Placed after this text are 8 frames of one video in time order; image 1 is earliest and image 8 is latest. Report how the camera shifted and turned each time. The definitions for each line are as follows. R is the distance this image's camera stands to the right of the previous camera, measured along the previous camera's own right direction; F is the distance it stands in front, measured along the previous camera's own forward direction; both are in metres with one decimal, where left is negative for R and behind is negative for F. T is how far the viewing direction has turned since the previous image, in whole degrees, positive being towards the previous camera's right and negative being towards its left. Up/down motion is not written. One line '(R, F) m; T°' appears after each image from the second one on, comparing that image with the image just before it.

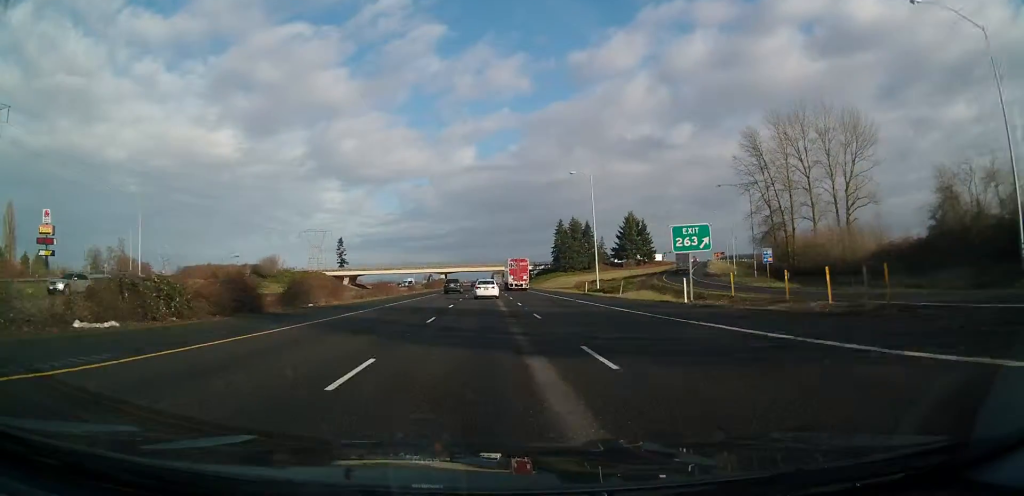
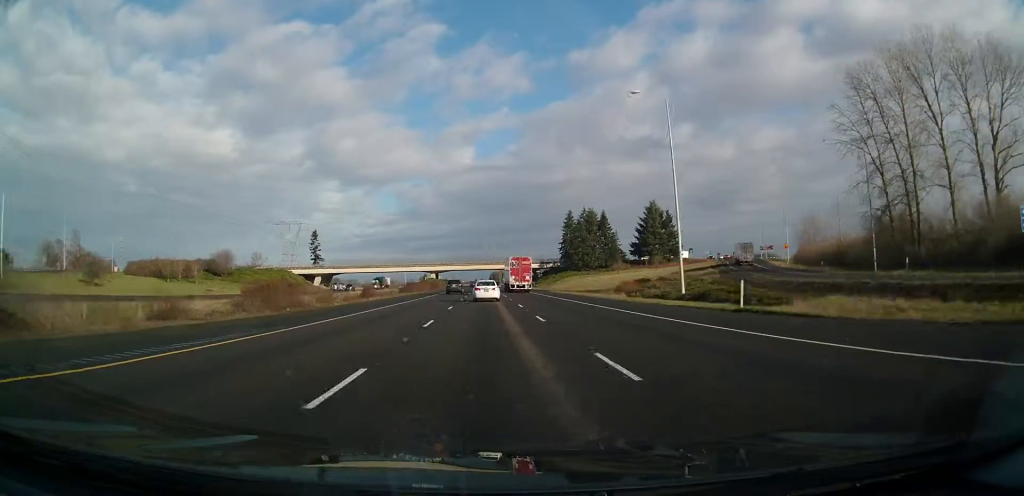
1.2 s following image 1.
(+0.3, +36.9) m; 0°
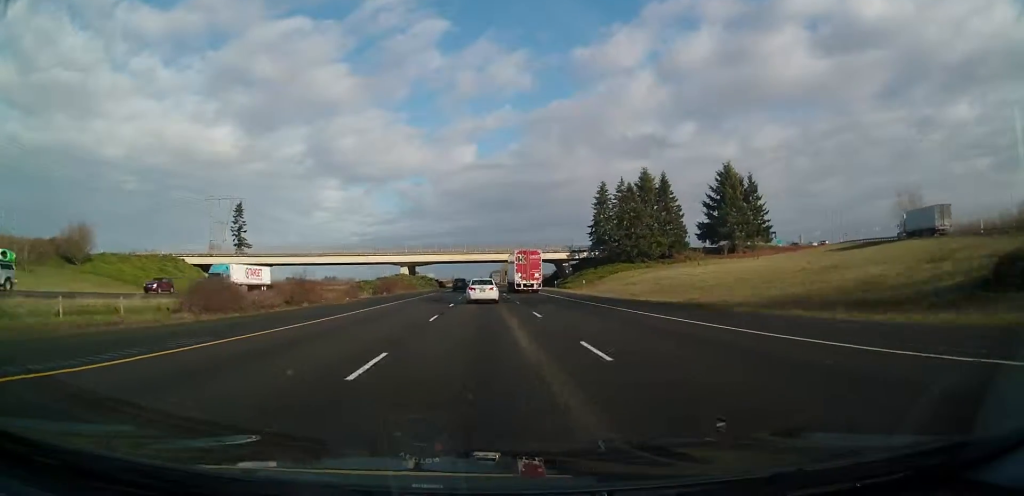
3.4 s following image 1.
(-0.3, +68.9) m; 0°
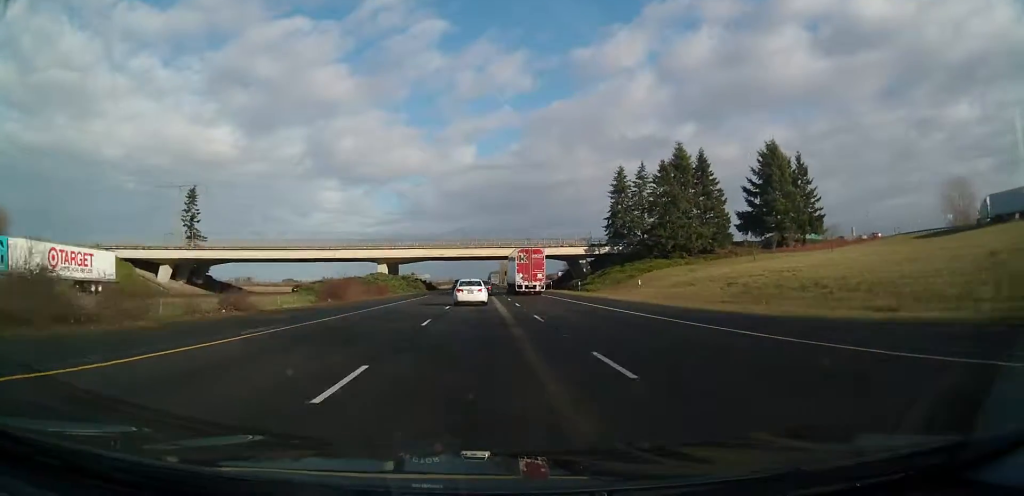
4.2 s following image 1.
(0.0, +24.9) m; 0°
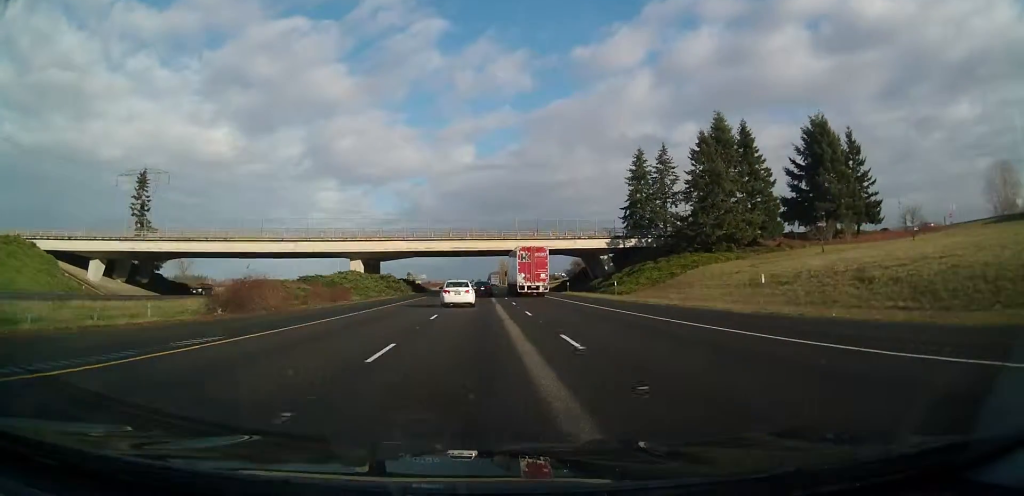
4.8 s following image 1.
(-0.1, +19.3) m; 0°
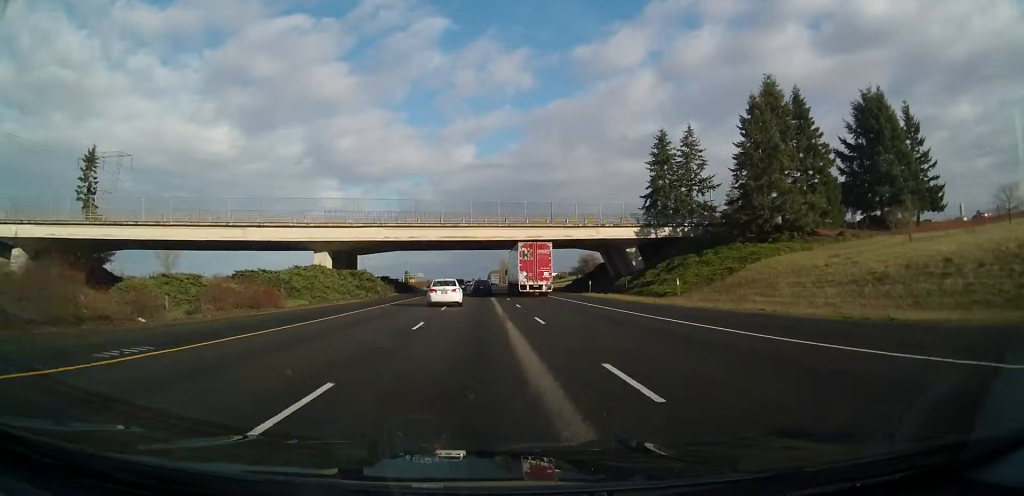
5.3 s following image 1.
(0.0, +16.0) m; 0°
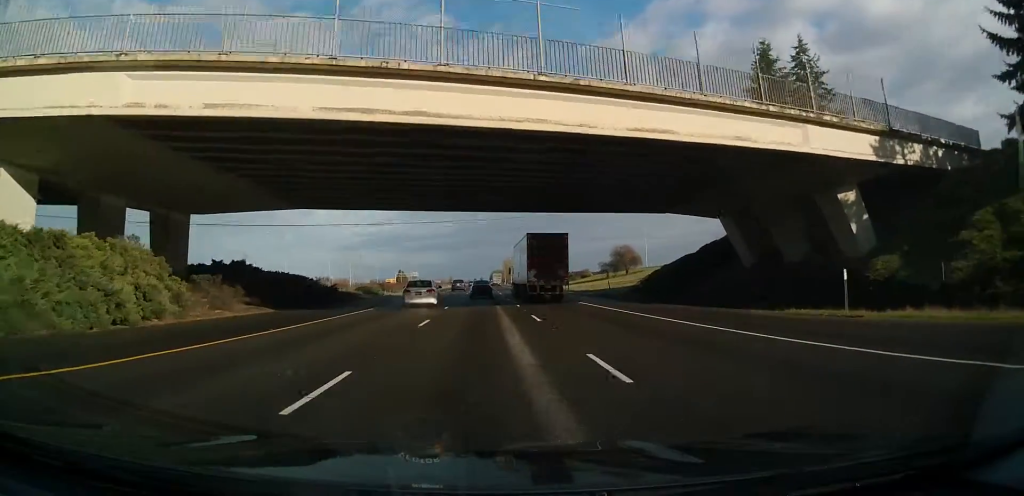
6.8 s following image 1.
(+0.2, +42.4) m; 0°
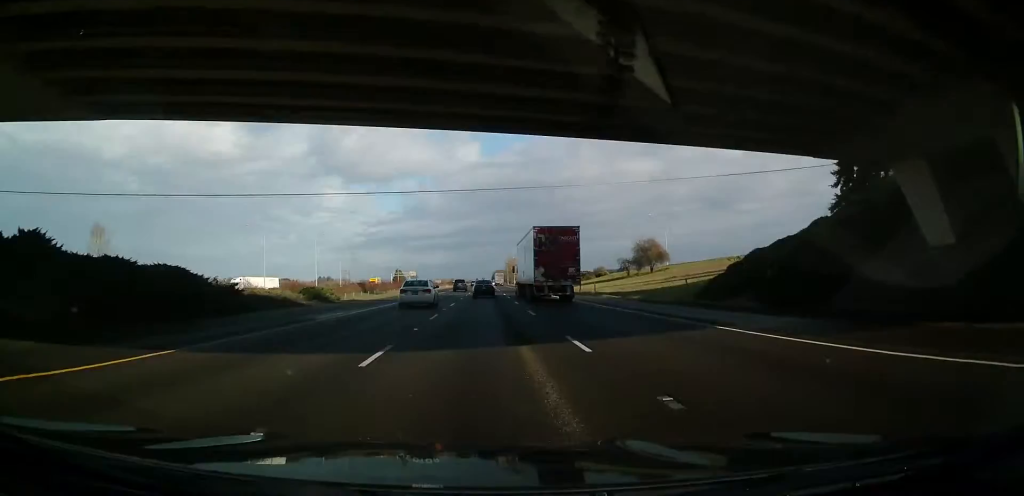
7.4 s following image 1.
(0.0, +20.5) m; 0°
